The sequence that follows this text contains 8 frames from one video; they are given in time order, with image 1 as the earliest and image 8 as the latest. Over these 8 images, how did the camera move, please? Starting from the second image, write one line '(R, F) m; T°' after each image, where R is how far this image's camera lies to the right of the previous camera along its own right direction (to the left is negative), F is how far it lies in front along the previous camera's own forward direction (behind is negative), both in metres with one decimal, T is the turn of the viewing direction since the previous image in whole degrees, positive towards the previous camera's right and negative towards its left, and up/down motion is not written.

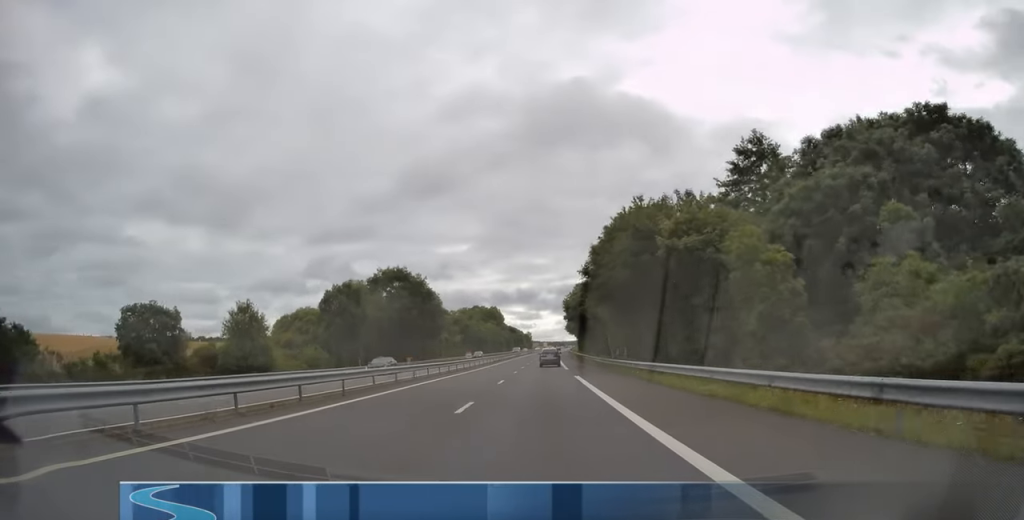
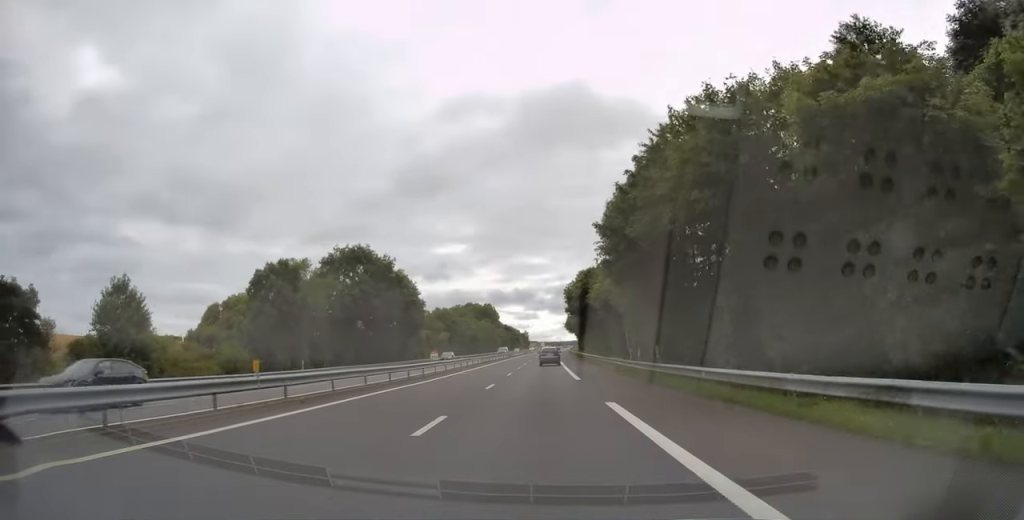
(+0.1, +16.7) m; +1°
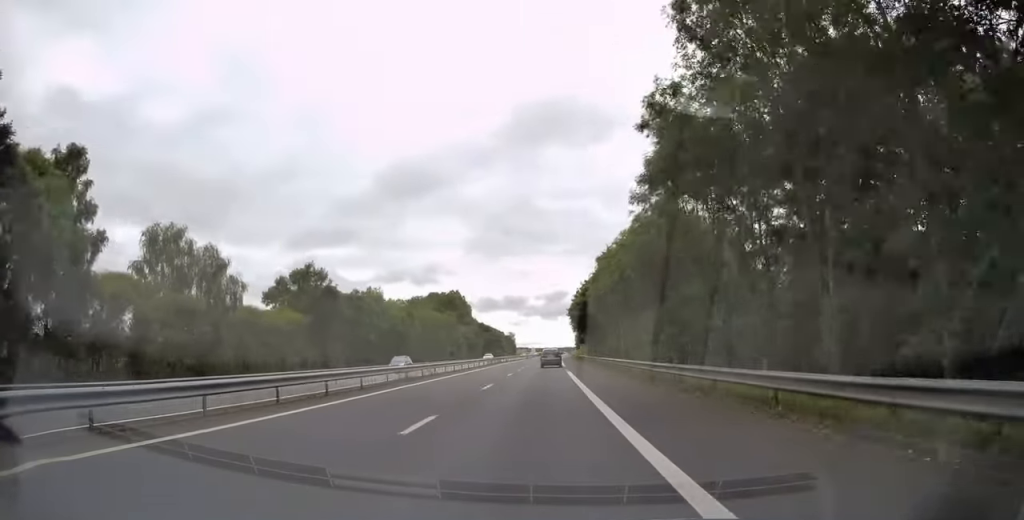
(+0.3, +75.8) m; 0°
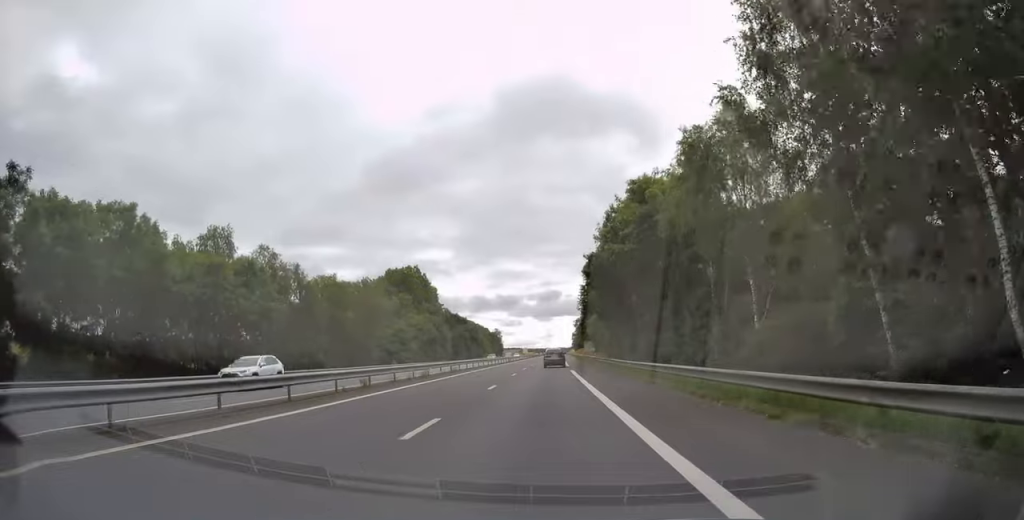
(+0.5, +51.5) m; +1°
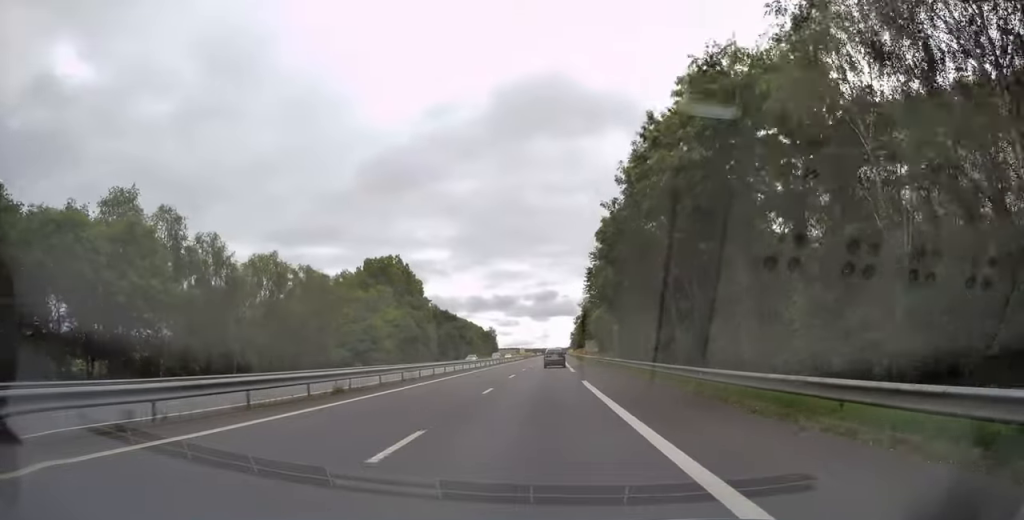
(+0.2, +14.6) m; 0°
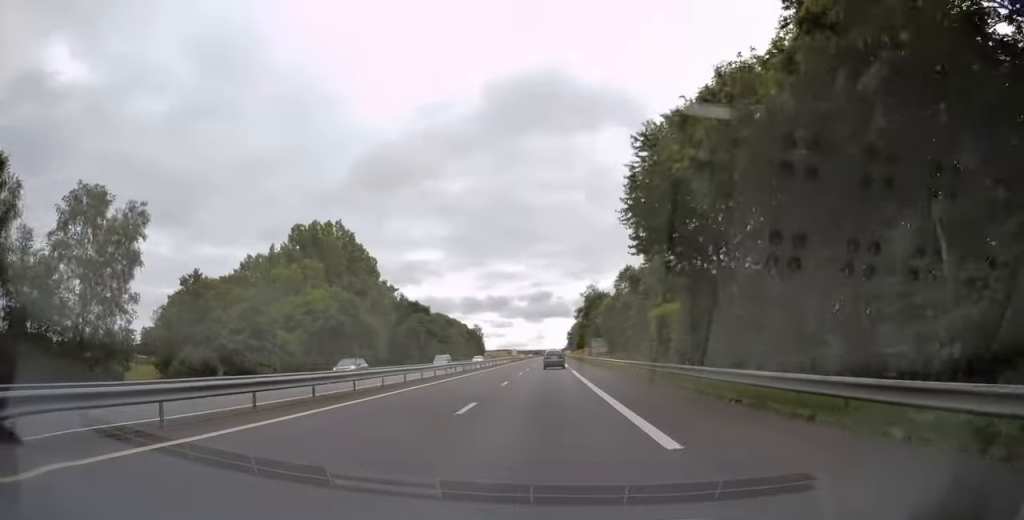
(-0.2, +31.8) m; 0°
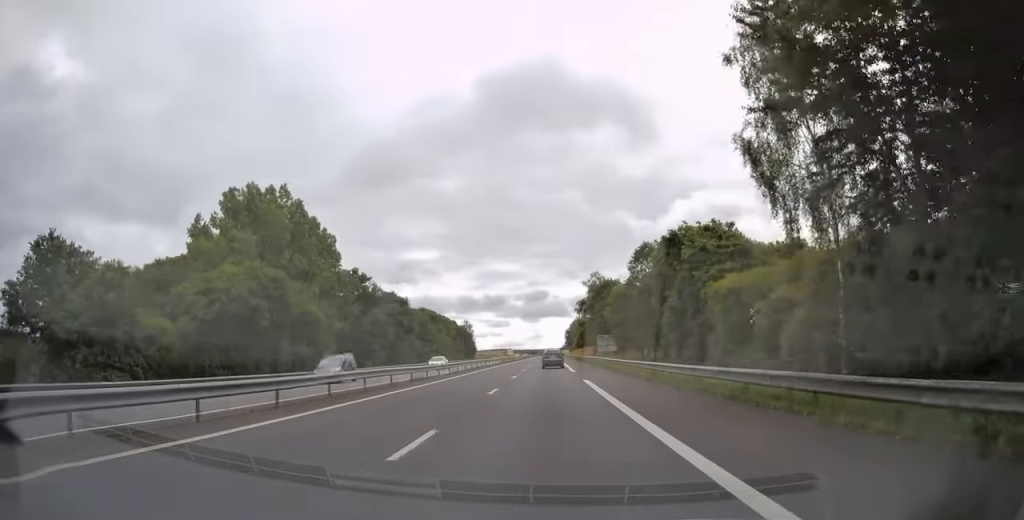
(0.0, +18.7) m; 0°
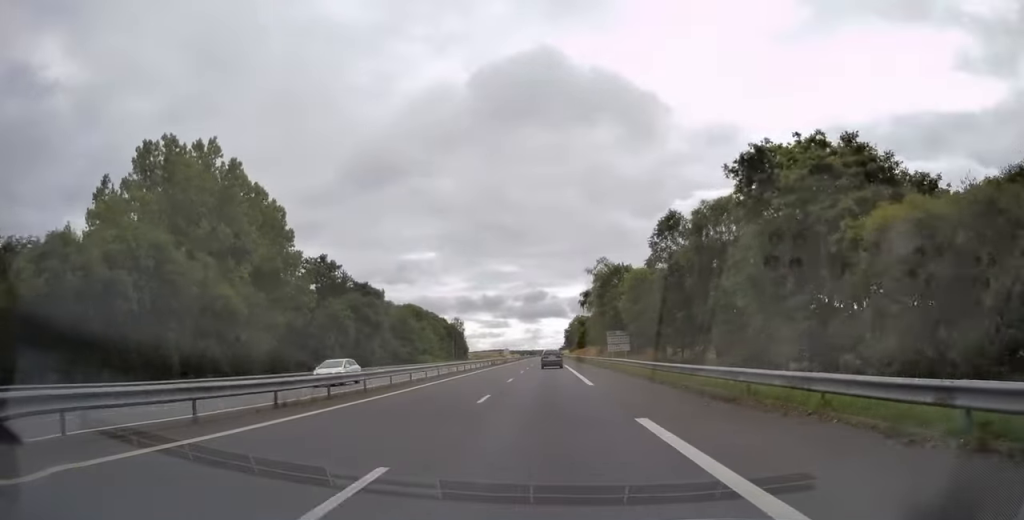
(+0.2, +16.1) m; 0°
